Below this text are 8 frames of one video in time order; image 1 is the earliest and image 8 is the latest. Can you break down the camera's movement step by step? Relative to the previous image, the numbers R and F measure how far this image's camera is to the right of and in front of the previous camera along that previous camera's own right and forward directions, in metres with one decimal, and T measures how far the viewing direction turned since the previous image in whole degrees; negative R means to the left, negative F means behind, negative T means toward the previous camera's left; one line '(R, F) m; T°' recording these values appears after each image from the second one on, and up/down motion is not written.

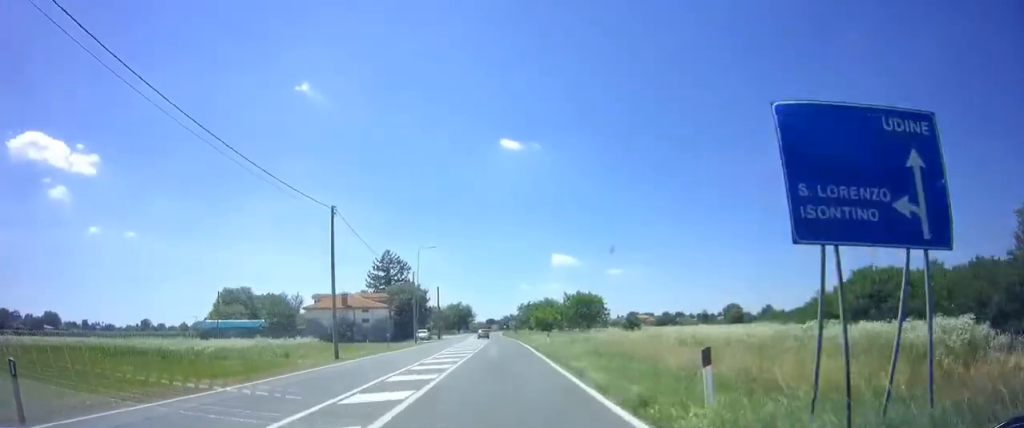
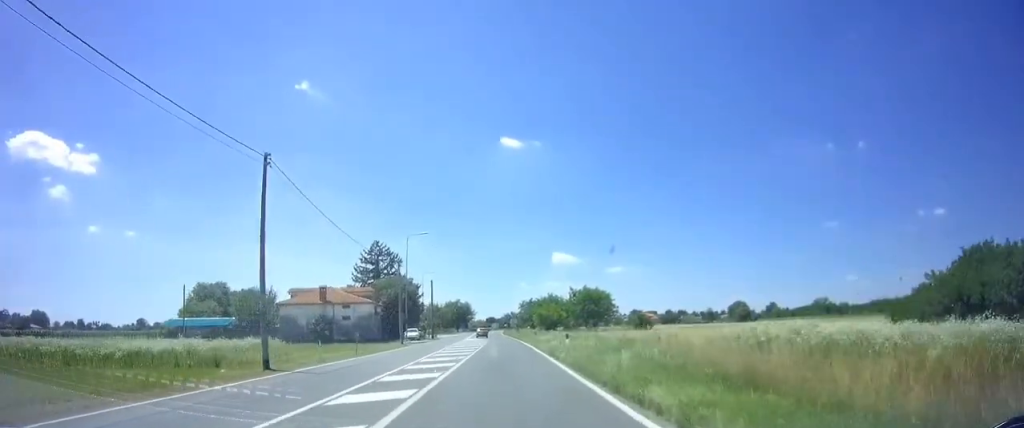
(0.0, +8.2) m; 0°
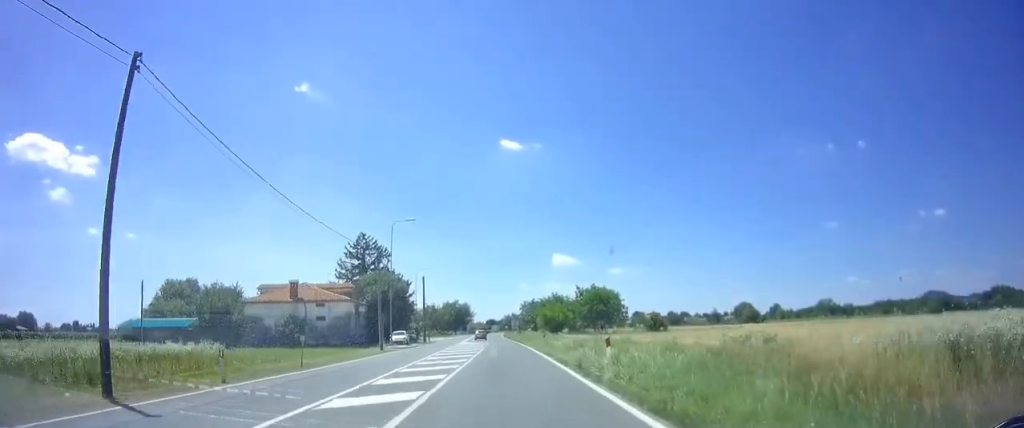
(0.0, +8.8) m; 0°
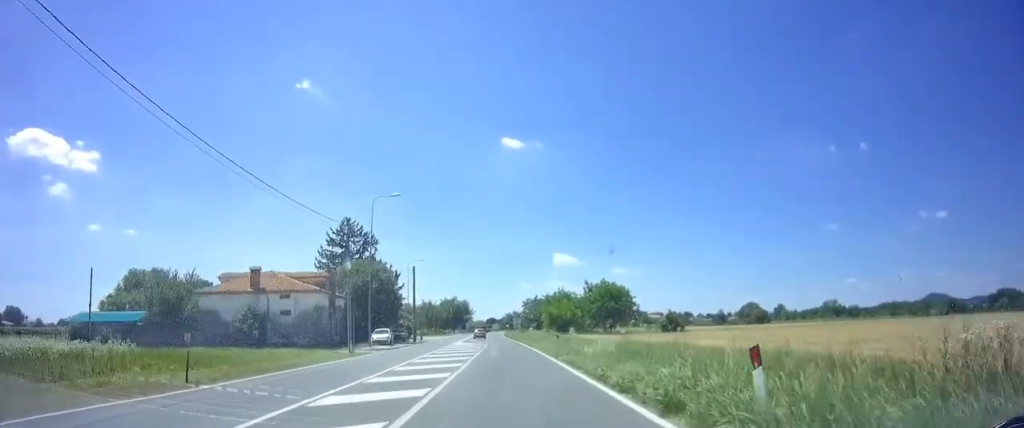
(0.0, +8.2) m; +1°
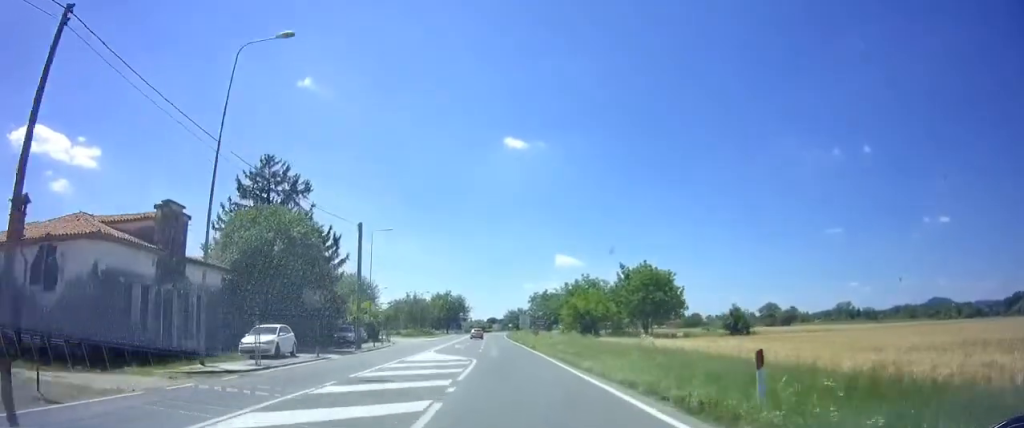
(+0.4, +23.4) m; +1°
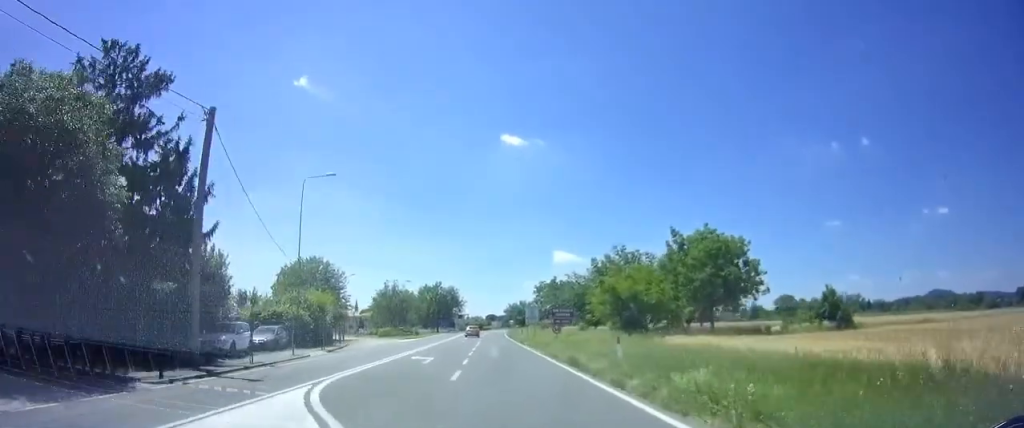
(-0.3, +19.2) m; -1°
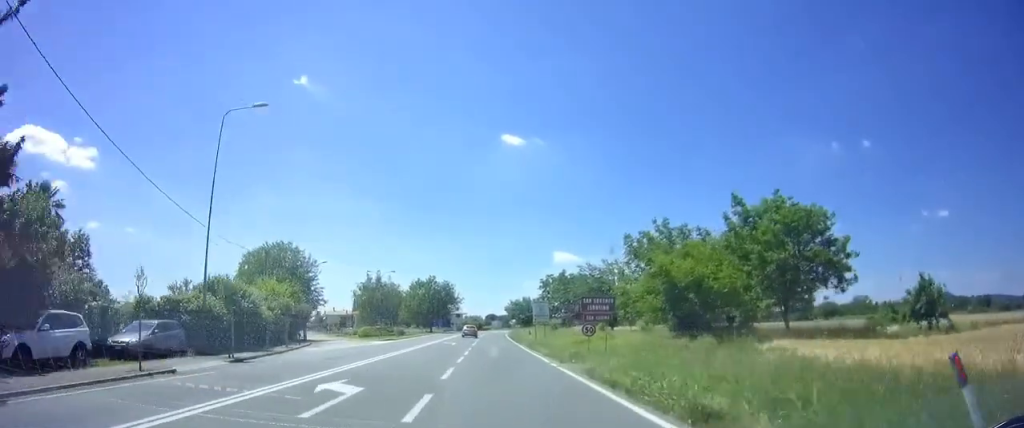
(0.0, +12.2) m; 0°
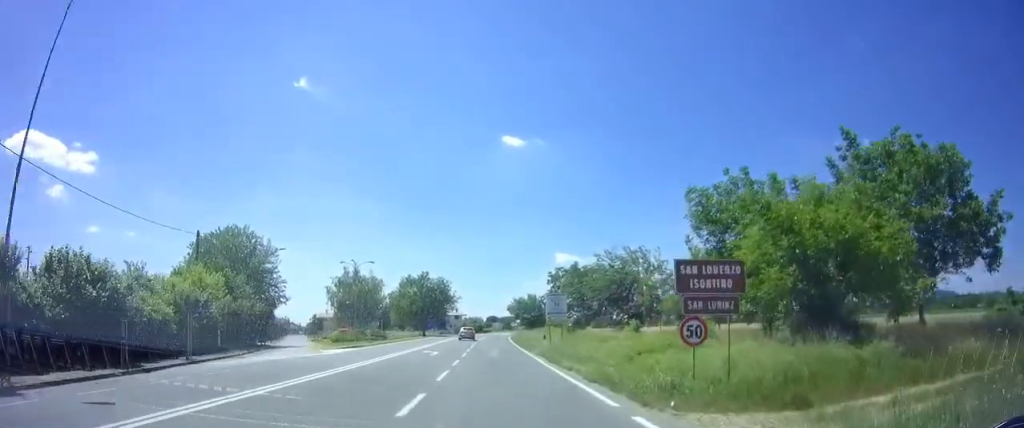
(0.0, +11.6) m; 0°
